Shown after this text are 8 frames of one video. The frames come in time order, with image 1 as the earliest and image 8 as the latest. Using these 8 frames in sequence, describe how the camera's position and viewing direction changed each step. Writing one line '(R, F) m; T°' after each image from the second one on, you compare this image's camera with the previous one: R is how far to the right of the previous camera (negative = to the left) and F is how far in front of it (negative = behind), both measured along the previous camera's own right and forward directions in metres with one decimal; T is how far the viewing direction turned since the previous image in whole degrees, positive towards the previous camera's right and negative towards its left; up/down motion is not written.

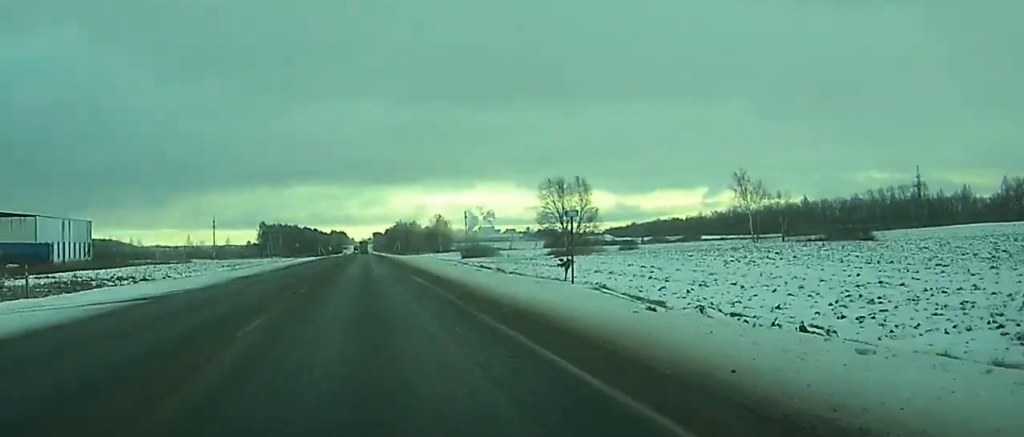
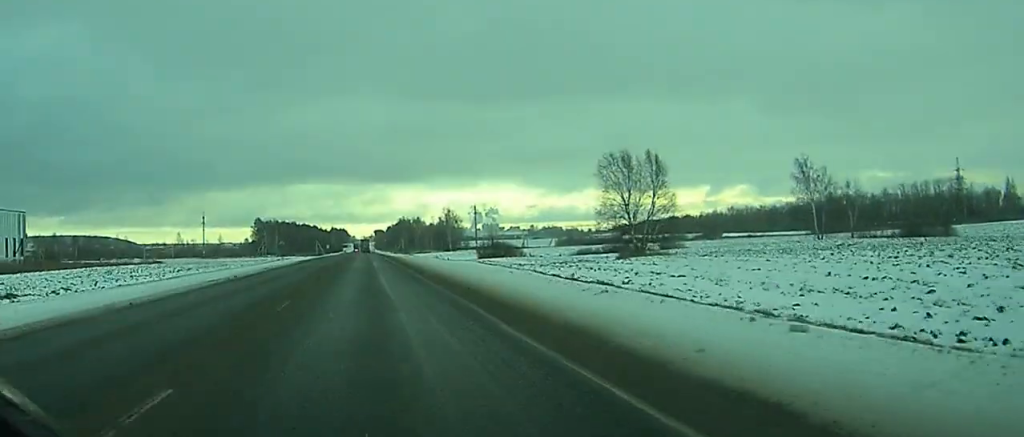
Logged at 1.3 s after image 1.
(-0.1, +31.2) m; 0°
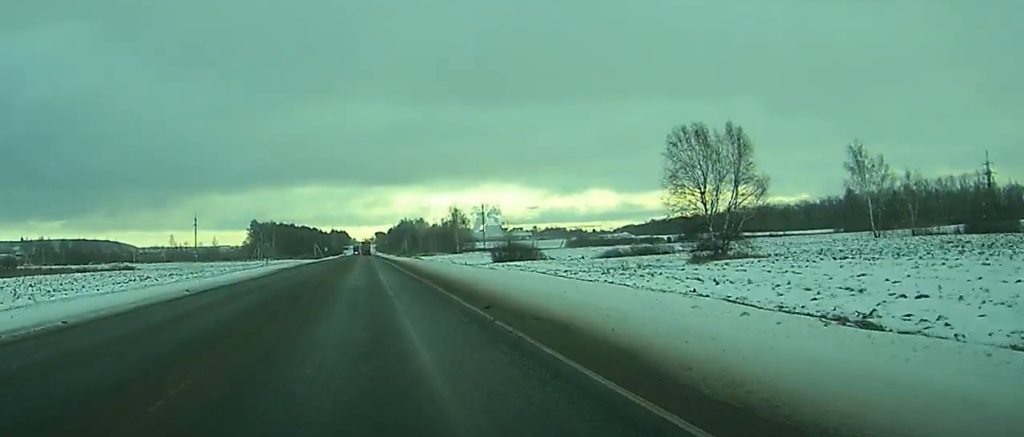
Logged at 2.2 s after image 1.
(0.0, +21.6) m; 0°
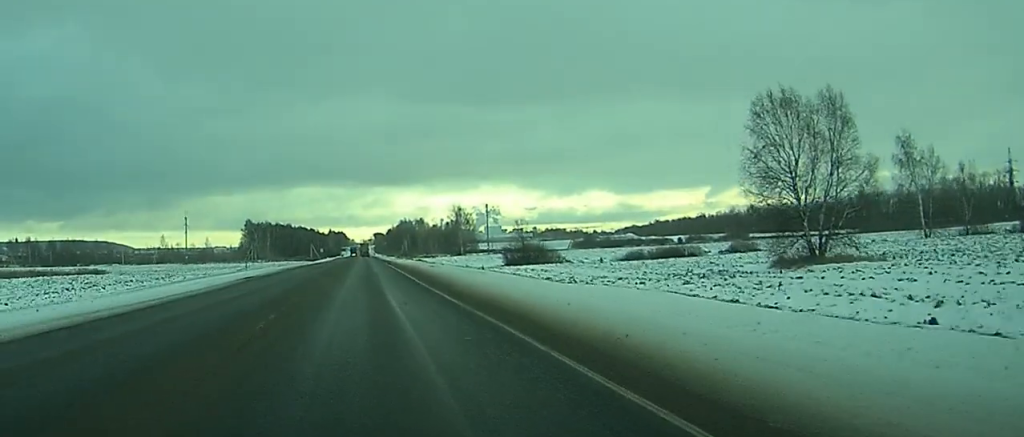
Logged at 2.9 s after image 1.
(0.0, +16.8) m; 0°
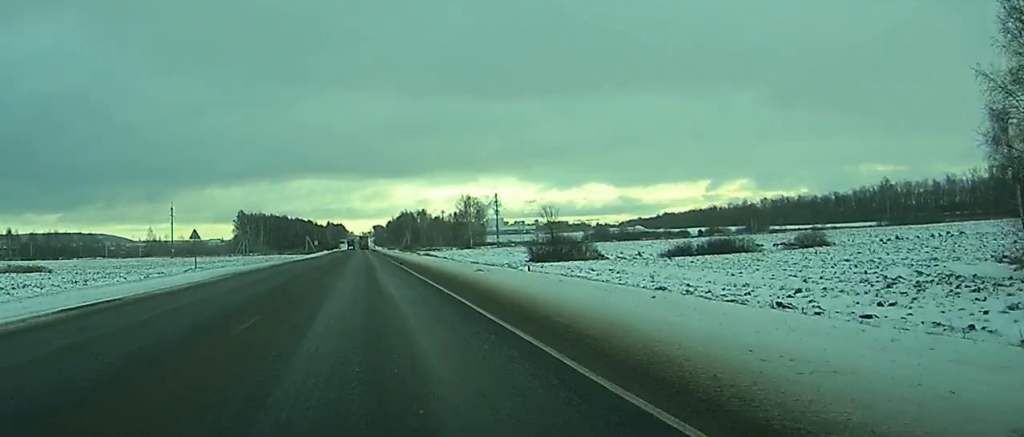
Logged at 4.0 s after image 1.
(0.0, +25.6) m; 0°
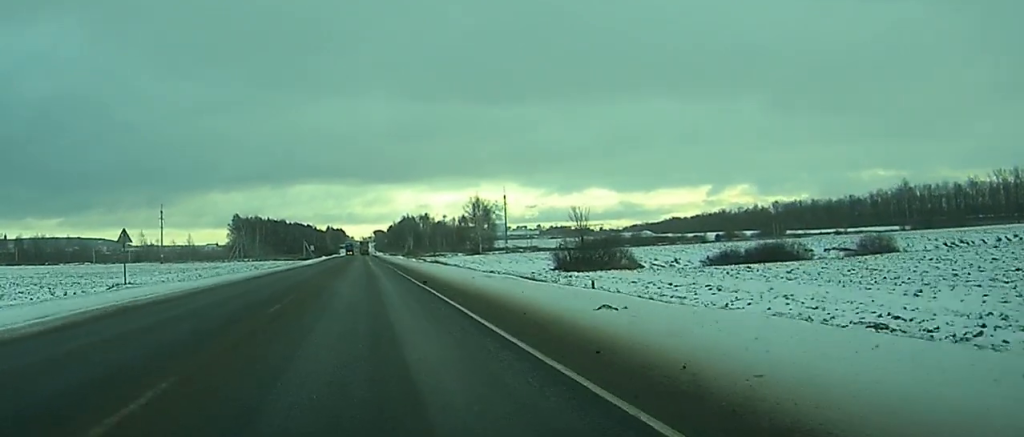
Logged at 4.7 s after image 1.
(0.0, +18.4) m; 0°
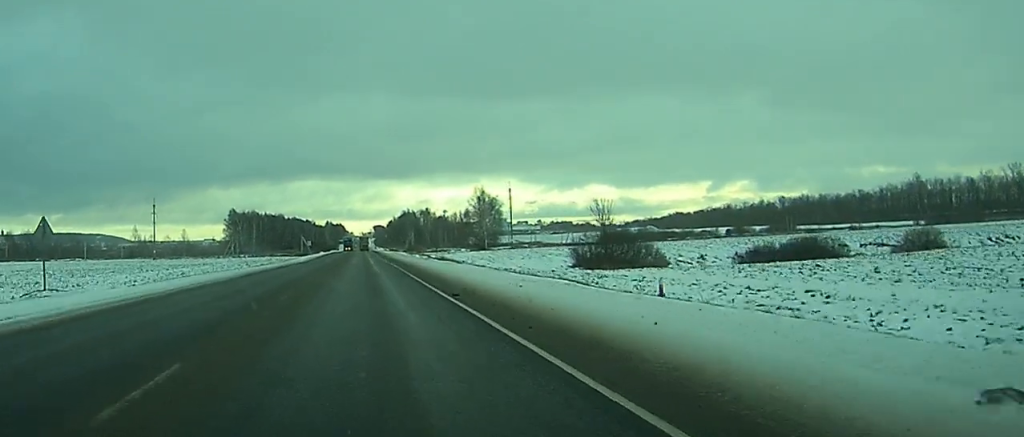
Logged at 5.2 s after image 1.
(0.0, +11.2) m; 0°
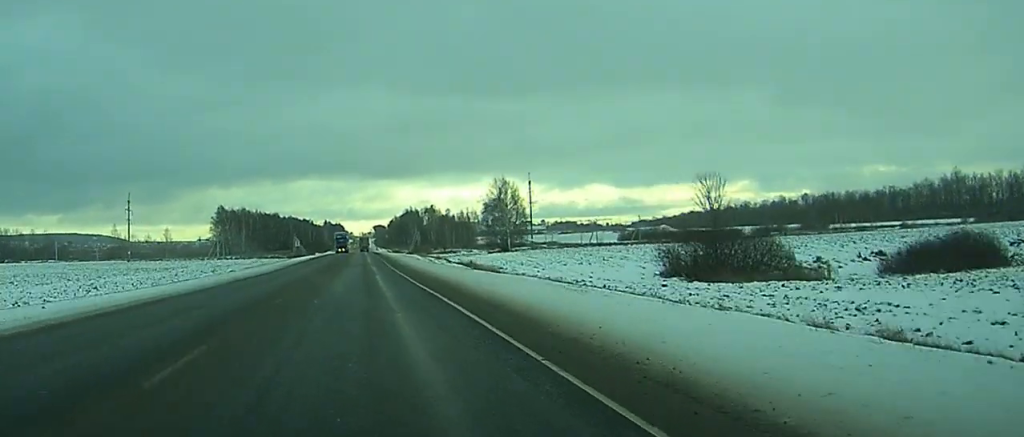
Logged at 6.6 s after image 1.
(-0.2, +34.2) m; -1°
